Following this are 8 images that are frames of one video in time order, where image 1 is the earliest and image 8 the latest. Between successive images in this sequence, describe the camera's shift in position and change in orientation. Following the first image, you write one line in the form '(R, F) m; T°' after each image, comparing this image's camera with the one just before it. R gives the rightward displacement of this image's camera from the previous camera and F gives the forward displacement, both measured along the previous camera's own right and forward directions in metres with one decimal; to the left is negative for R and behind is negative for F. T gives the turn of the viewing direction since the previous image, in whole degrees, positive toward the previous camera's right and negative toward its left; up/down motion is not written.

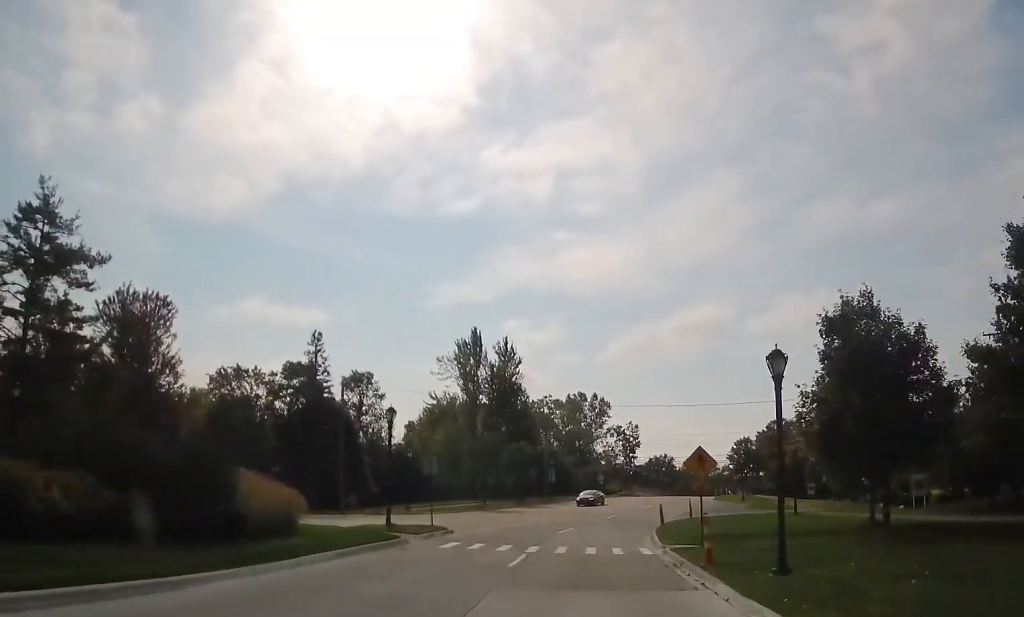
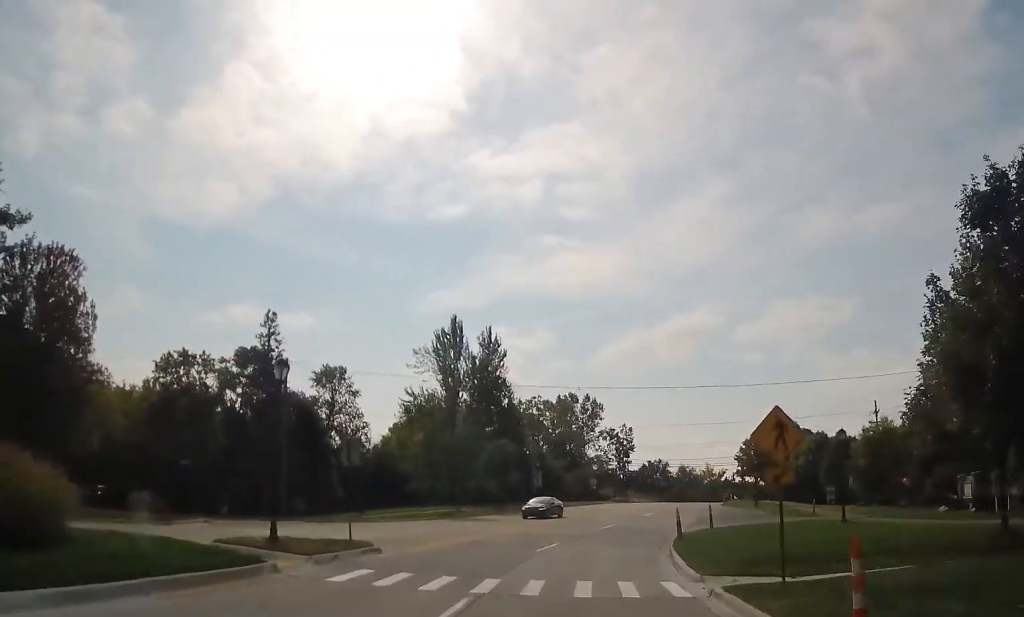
(+0.2, +9.4) m; +1°
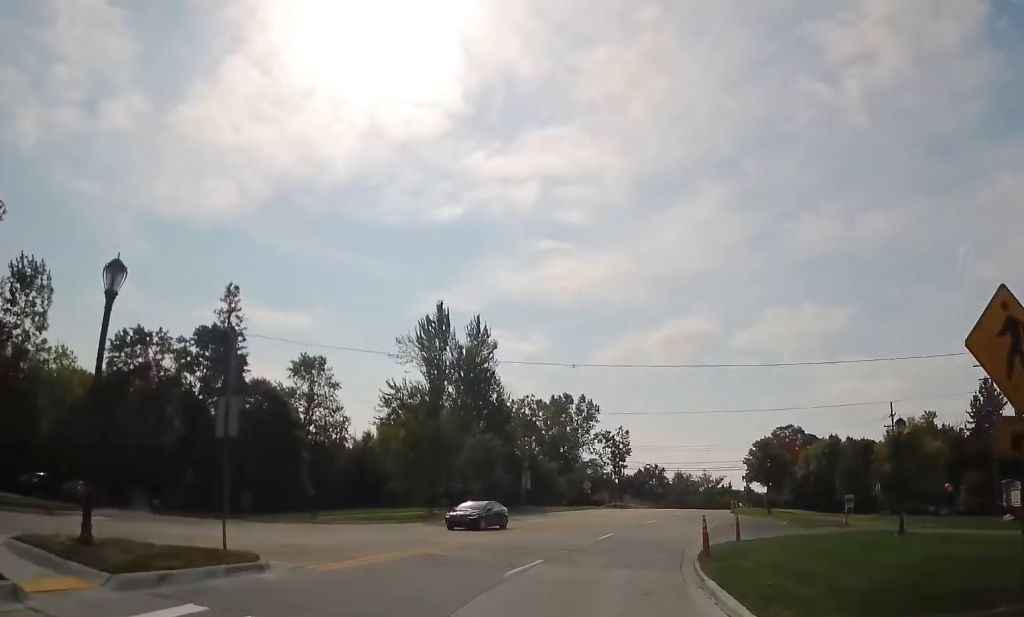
(0.0, +7.0) m; 0°
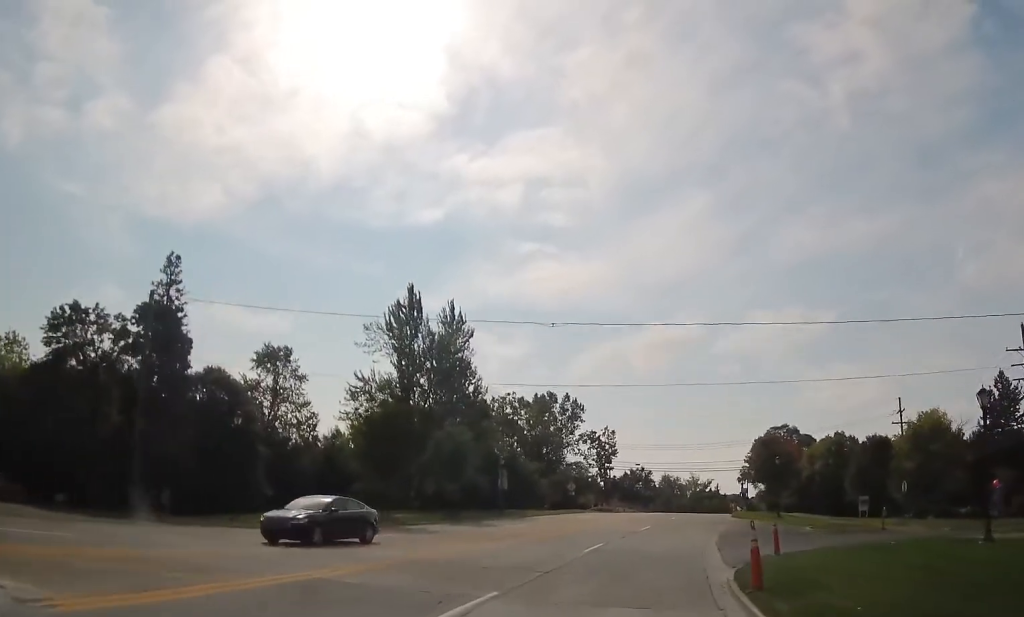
(0.0, +7.2) m; +1°
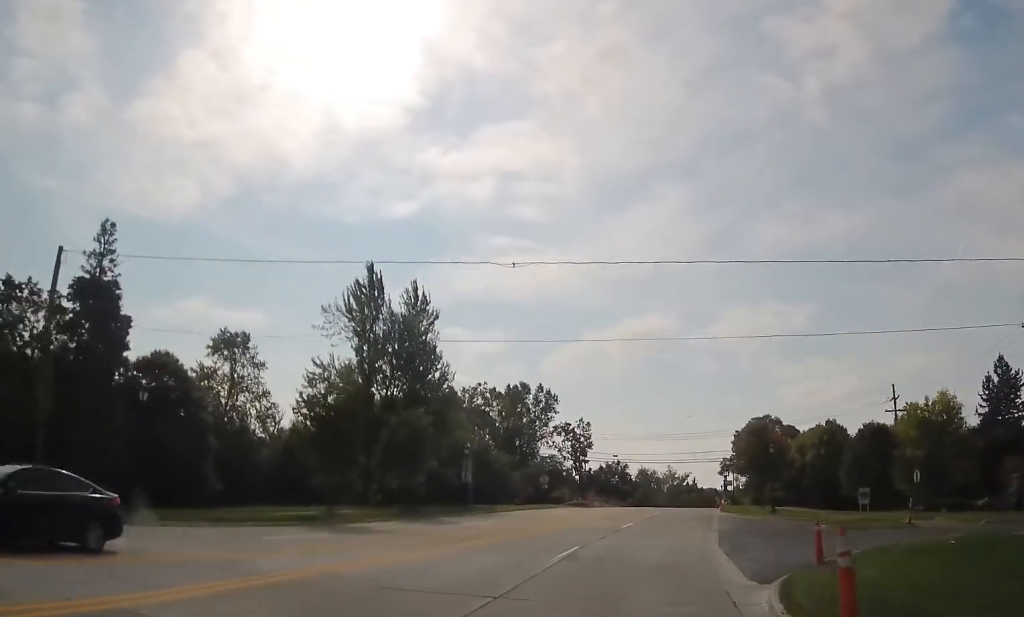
(-0.1, +5.4) m; +1°
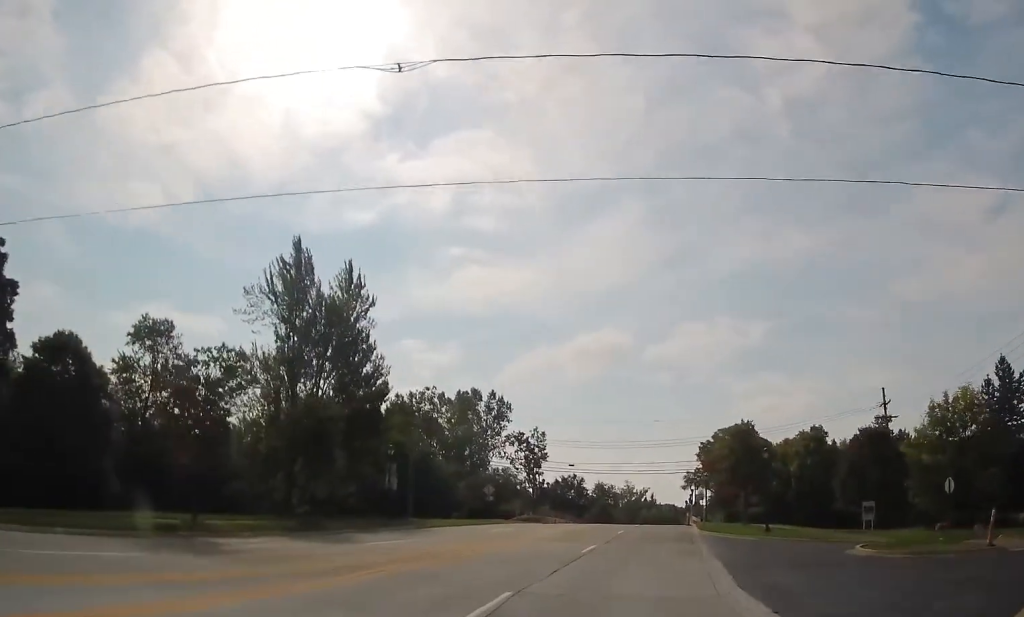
(+0.3, +9.1) m; +4°
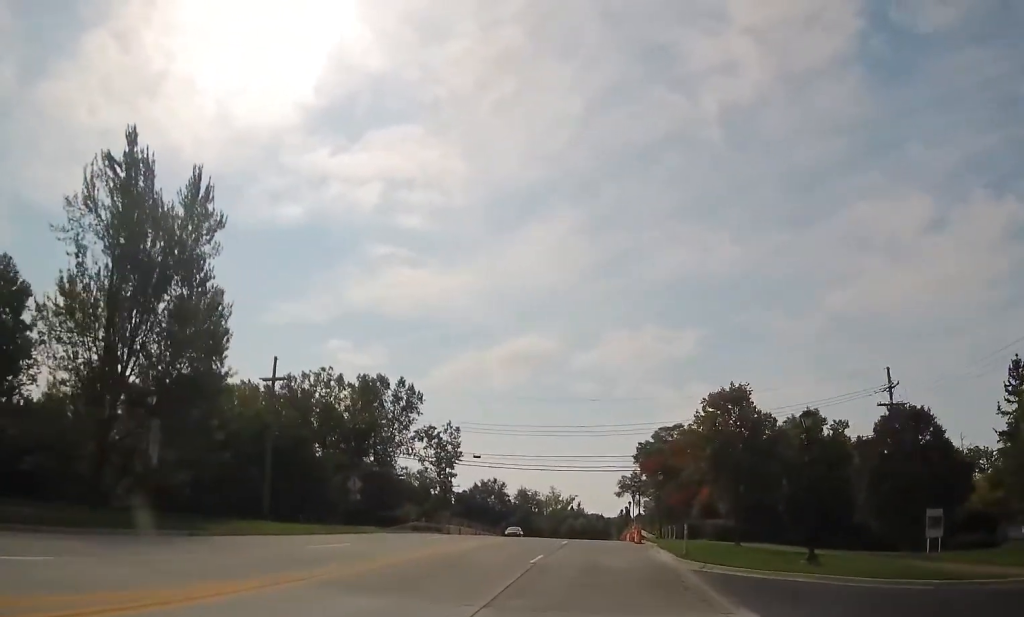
(+1.8, +18.1) m; +11°
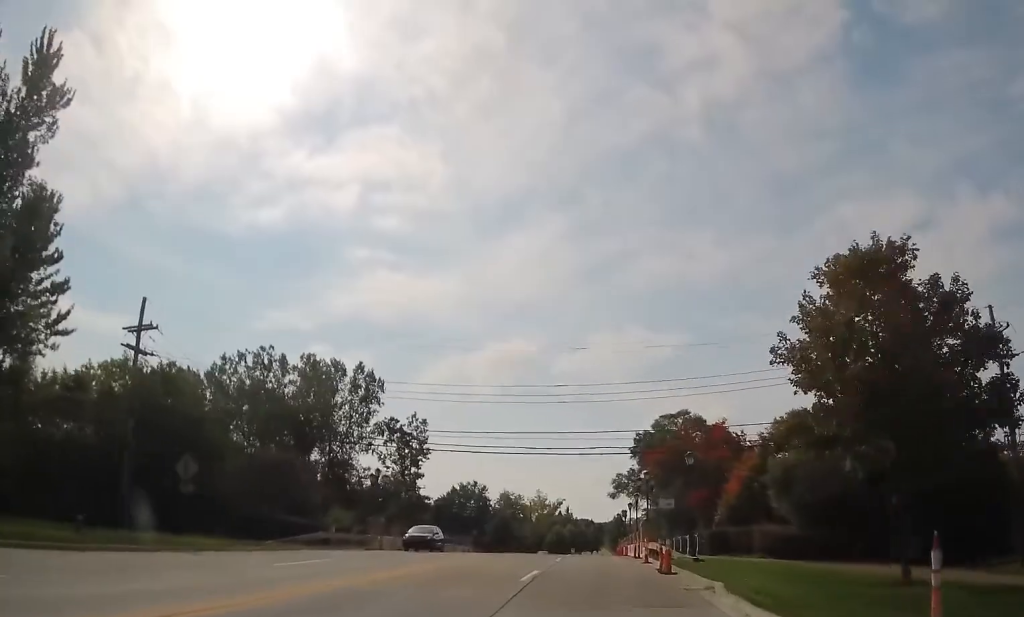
(+0.5, +17.4) m; 0°
